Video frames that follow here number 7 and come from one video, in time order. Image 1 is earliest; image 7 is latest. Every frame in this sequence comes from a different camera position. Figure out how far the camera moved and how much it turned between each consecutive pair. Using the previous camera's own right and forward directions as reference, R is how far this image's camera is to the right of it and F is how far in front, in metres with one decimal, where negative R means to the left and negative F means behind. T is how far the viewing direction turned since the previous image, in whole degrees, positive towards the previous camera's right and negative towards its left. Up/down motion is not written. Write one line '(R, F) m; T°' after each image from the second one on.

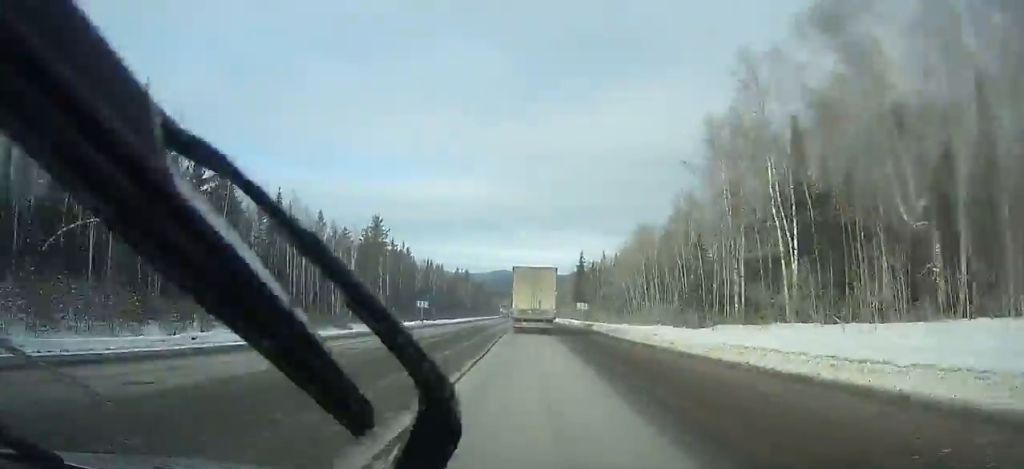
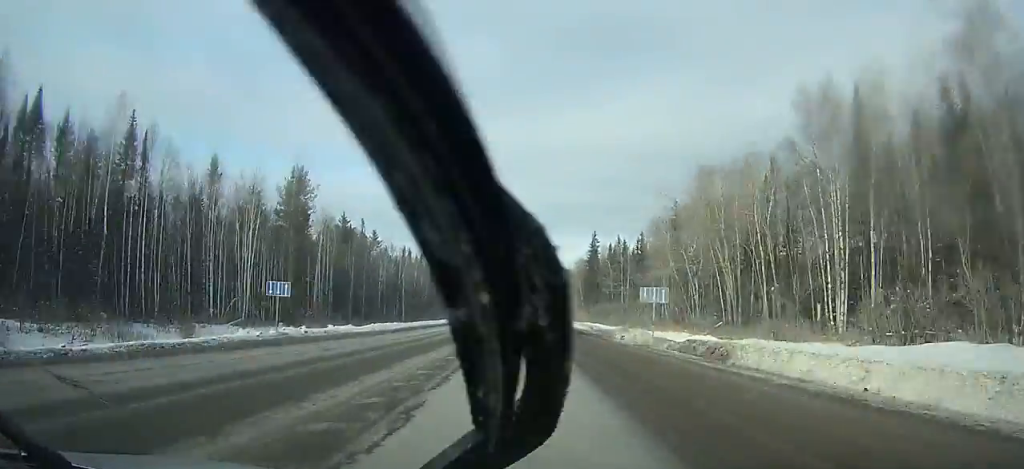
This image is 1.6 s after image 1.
(0.0, +40.1) m; 0°
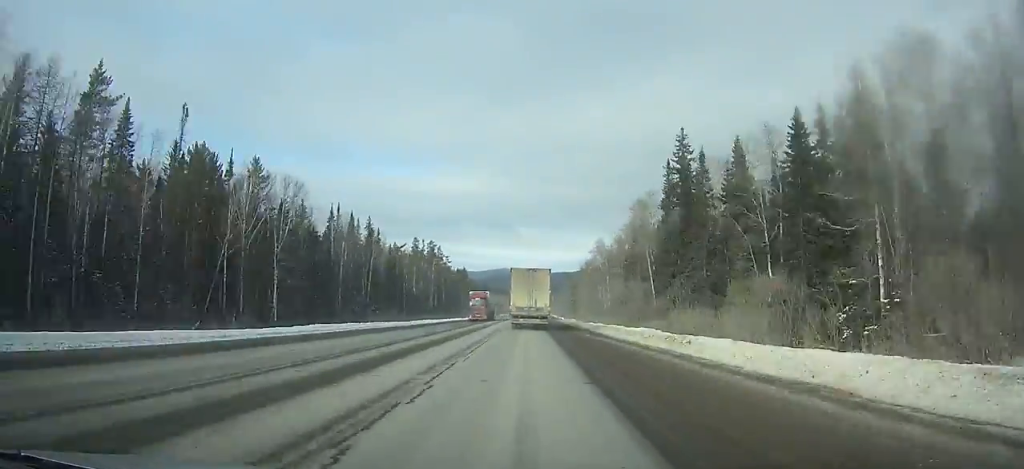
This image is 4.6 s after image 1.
(-0.2, +75.8) m; 0°
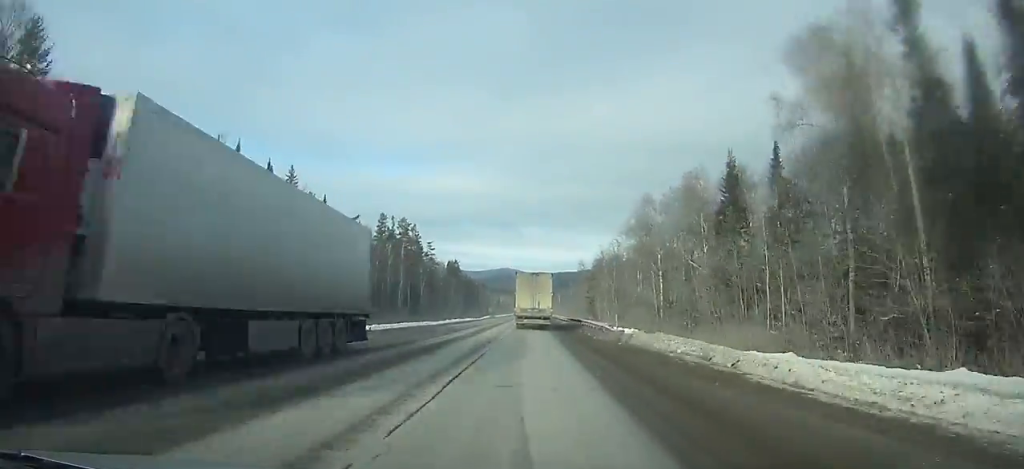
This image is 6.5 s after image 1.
(-0.2, +48.4) m; 0°
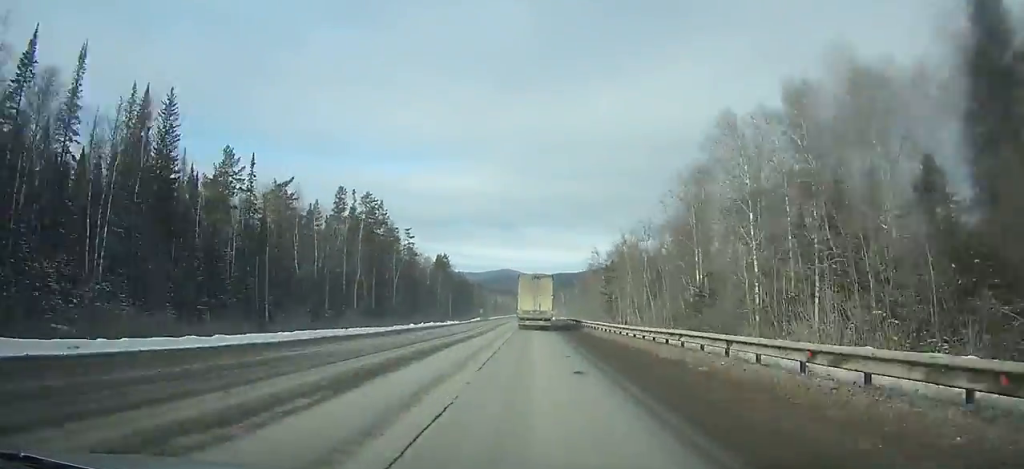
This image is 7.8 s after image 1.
(+0.1, +33.6) m; 0°
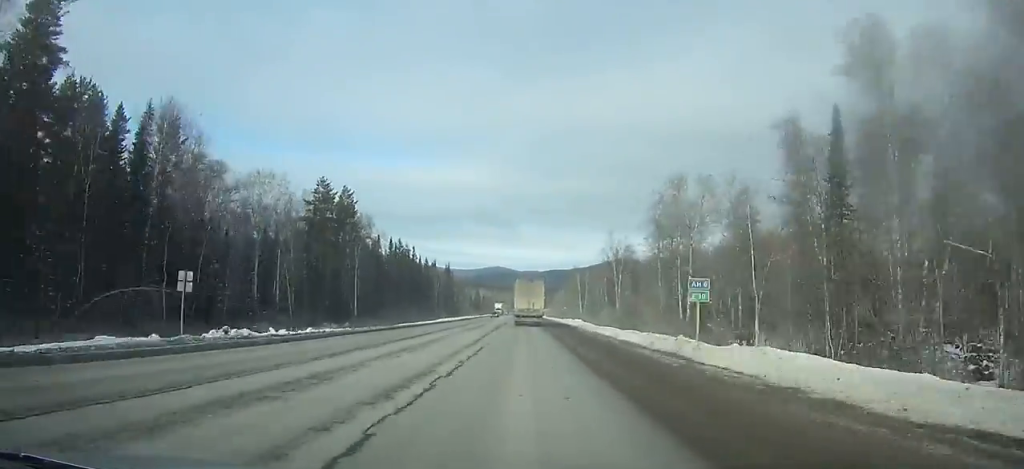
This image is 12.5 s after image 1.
(+0.7, +123.0) m; 0°
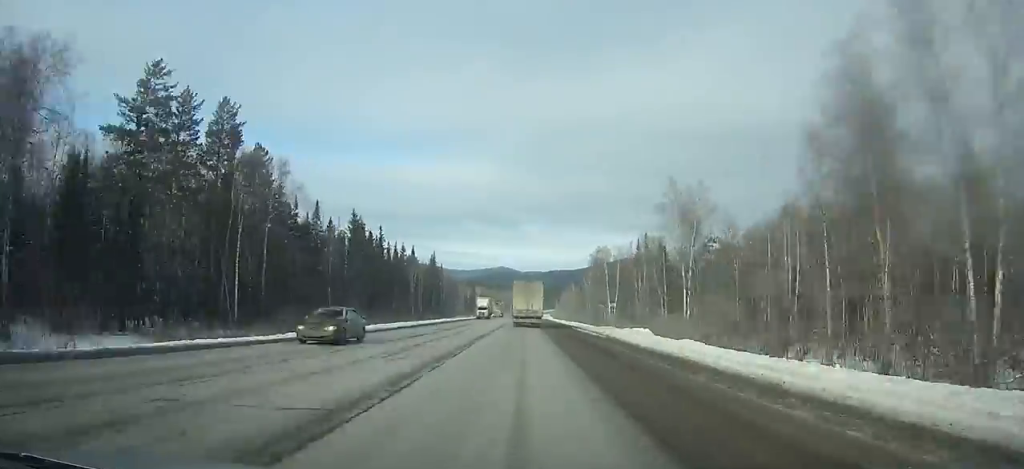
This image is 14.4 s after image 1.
(-0.2, +50.5) m; 0°
